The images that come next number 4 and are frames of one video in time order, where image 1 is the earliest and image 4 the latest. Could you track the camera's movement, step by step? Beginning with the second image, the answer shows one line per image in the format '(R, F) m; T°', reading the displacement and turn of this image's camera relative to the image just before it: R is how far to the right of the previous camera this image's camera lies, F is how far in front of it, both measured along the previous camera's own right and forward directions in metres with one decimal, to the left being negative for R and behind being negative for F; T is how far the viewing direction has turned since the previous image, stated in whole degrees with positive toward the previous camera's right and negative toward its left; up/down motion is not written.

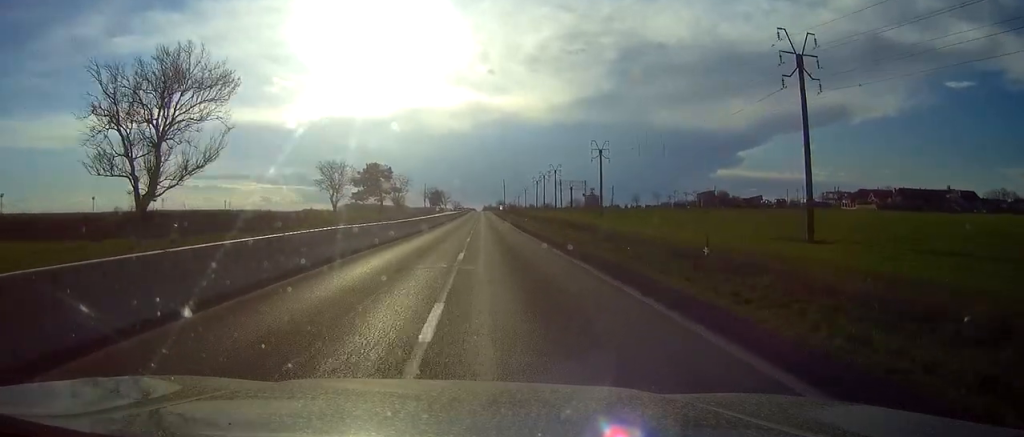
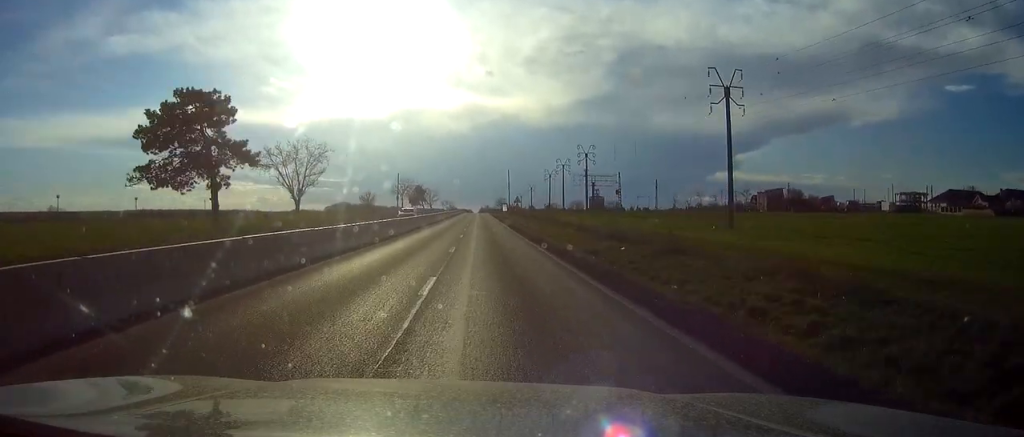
(0.0, +68.0) m; 0°
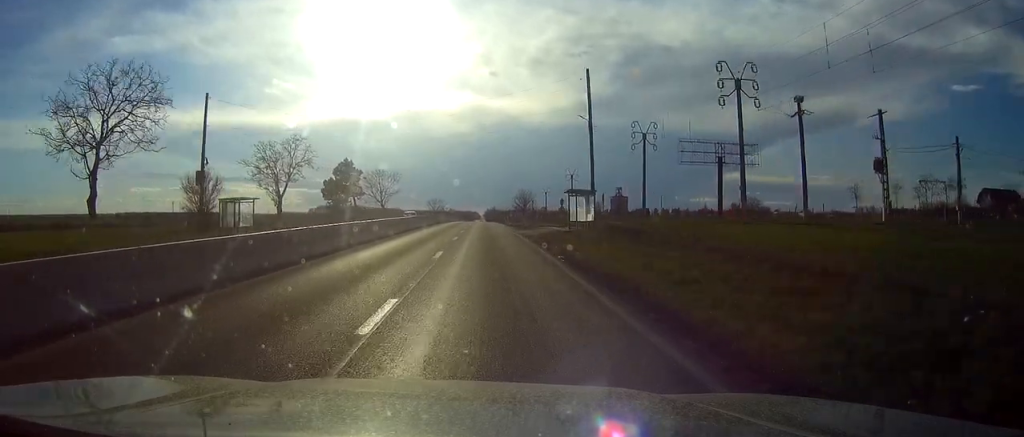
(+0.2, +124.4) m; 0°
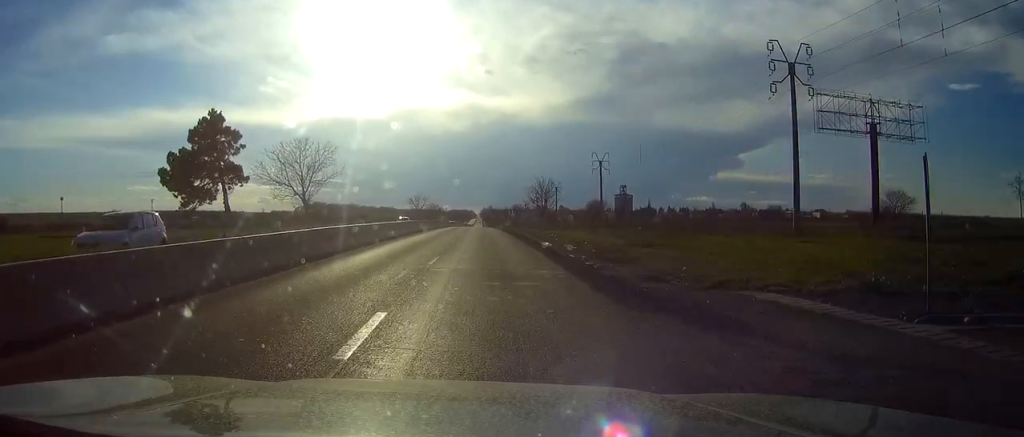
(+0.1, +49.2) m; 0°
